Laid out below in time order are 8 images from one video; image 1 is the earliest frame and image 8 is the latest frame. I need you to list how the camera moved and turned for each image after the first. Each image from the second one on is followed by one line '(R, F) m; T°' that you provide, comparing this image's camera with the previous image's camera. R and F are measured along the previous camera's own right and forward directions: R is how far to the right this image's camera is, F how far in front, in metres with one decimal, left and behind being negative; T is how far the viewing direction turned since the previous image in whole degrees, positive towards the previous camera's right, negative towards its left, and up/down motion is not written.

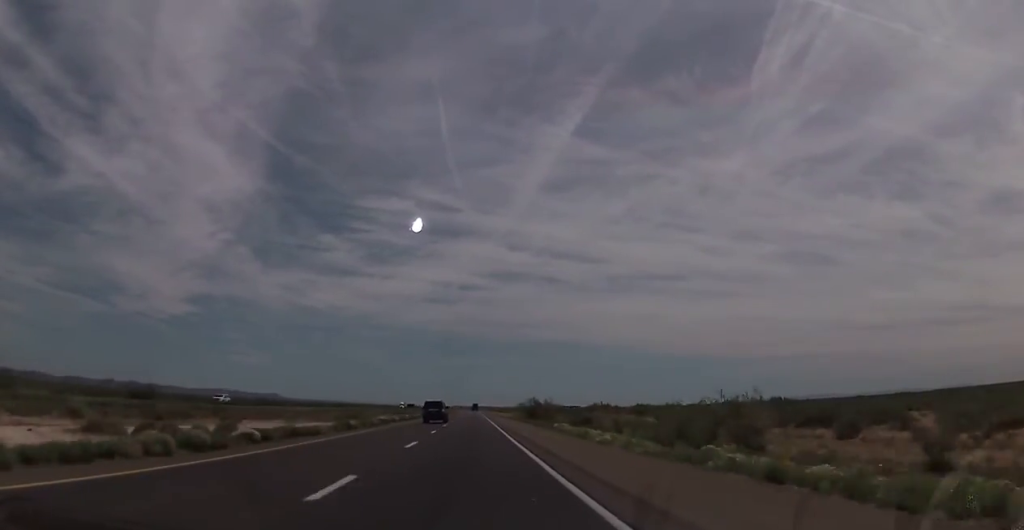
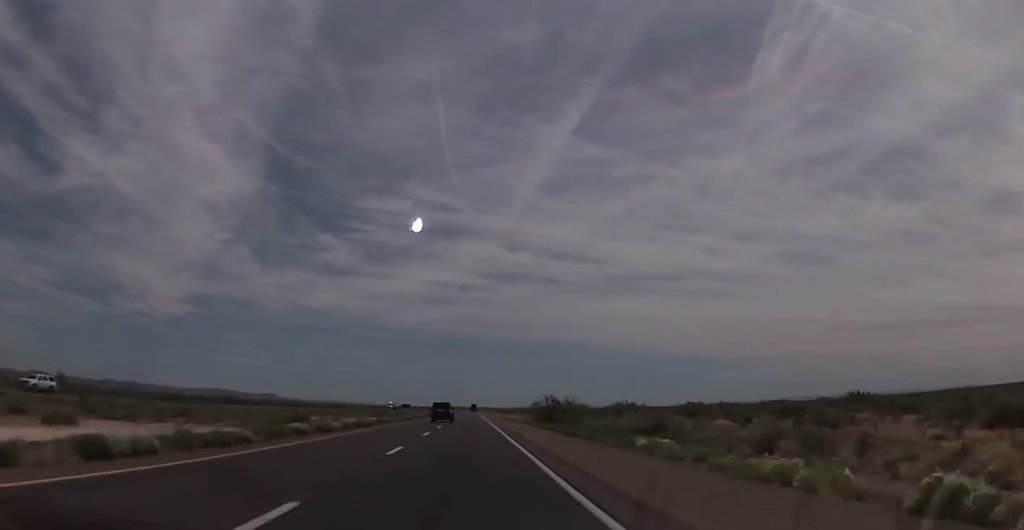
(0.0, +28.2) m; 0°
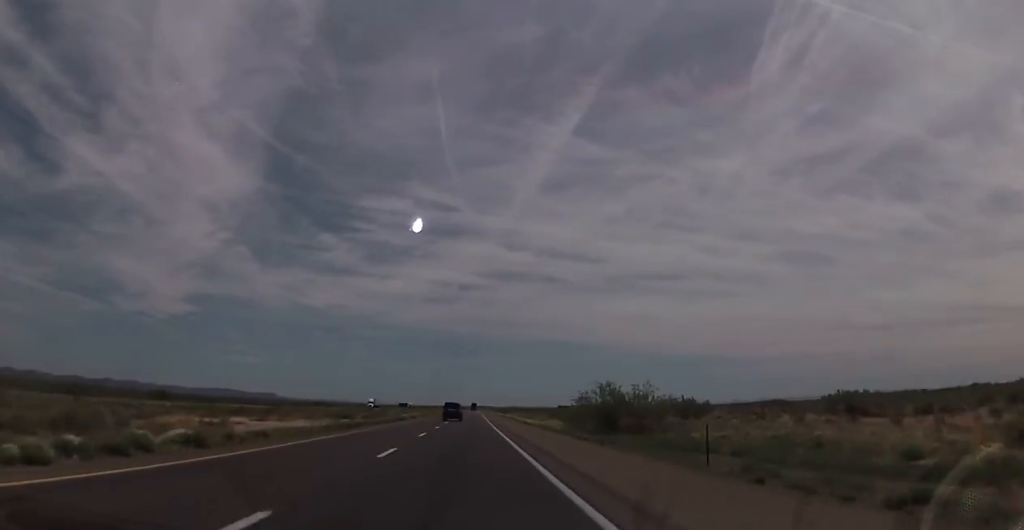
(0.0, +37.5) m; 0°
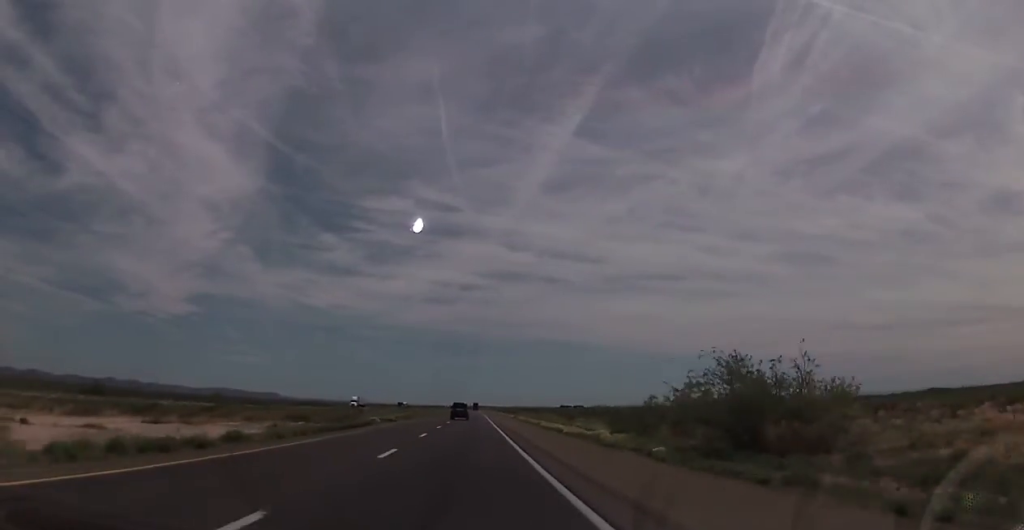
(-0.1, +24.7) m; 0°
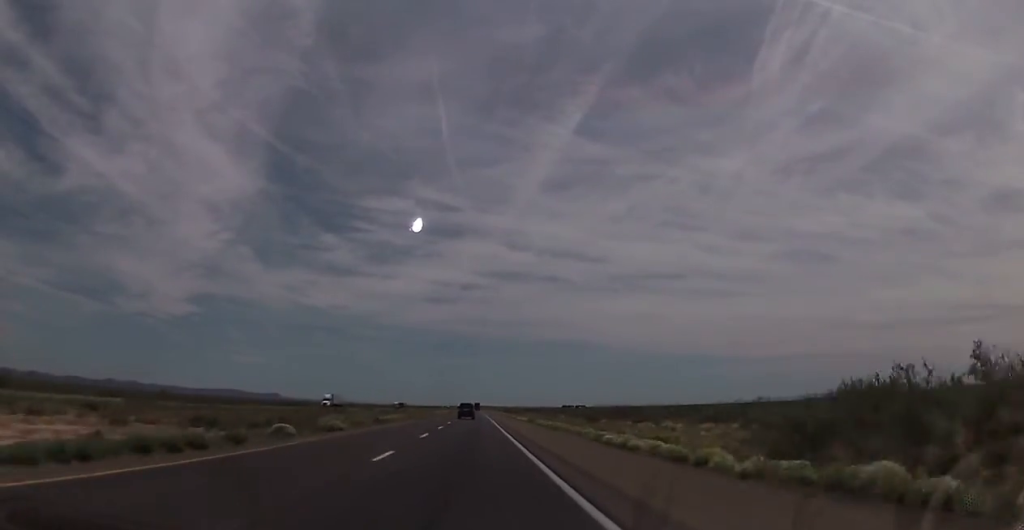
(0.0, +25.8) m; 0°
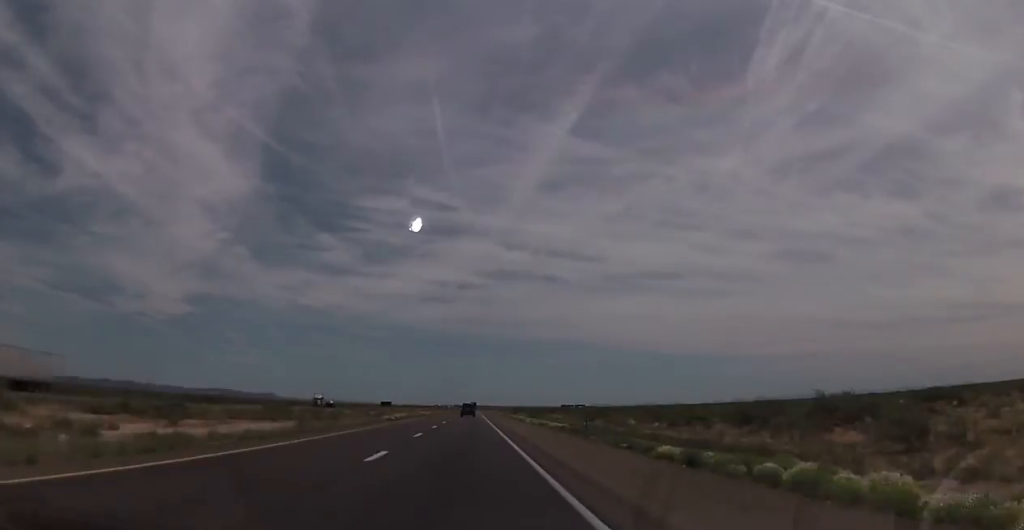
(+0.1, +86.4) m; +1°
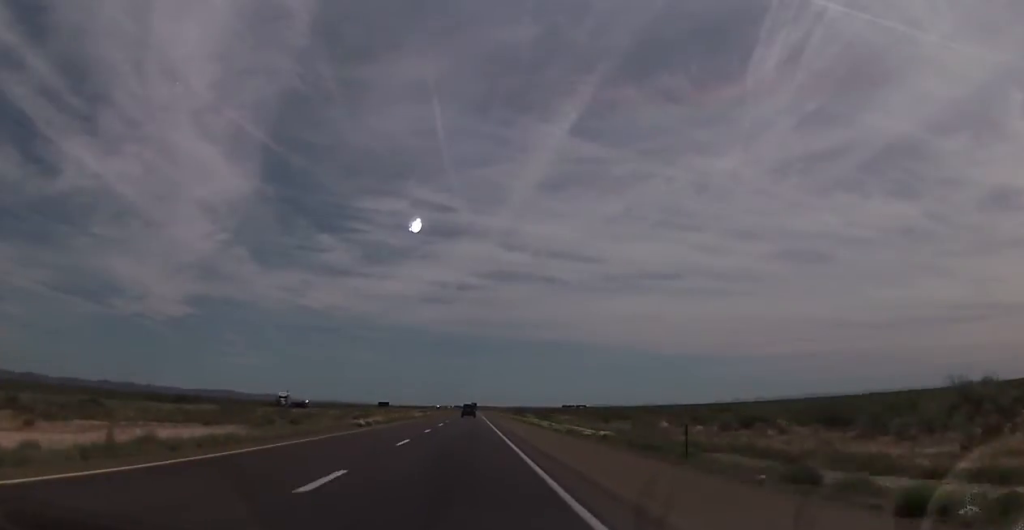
(+0.3, +17.8) m; 0°
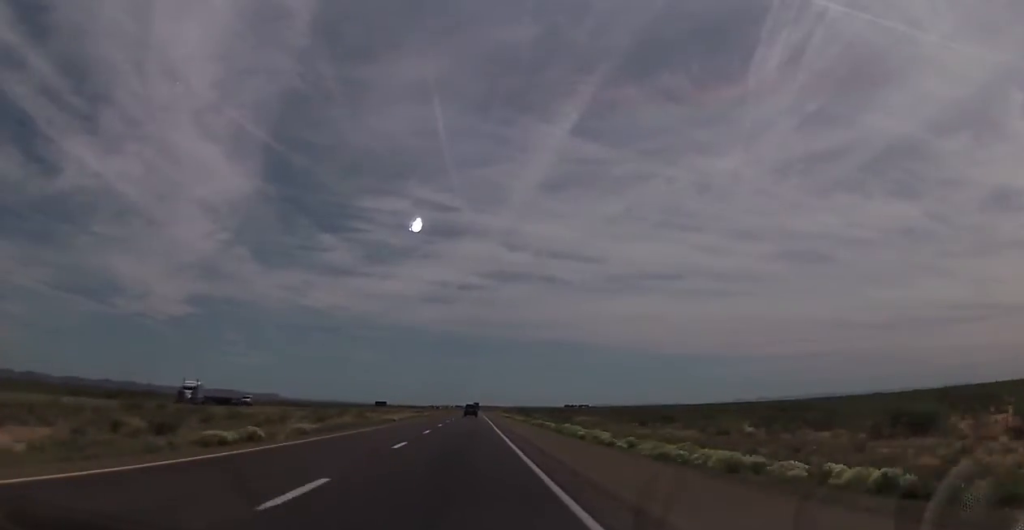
(-0.1, +26.2) m; 0°
